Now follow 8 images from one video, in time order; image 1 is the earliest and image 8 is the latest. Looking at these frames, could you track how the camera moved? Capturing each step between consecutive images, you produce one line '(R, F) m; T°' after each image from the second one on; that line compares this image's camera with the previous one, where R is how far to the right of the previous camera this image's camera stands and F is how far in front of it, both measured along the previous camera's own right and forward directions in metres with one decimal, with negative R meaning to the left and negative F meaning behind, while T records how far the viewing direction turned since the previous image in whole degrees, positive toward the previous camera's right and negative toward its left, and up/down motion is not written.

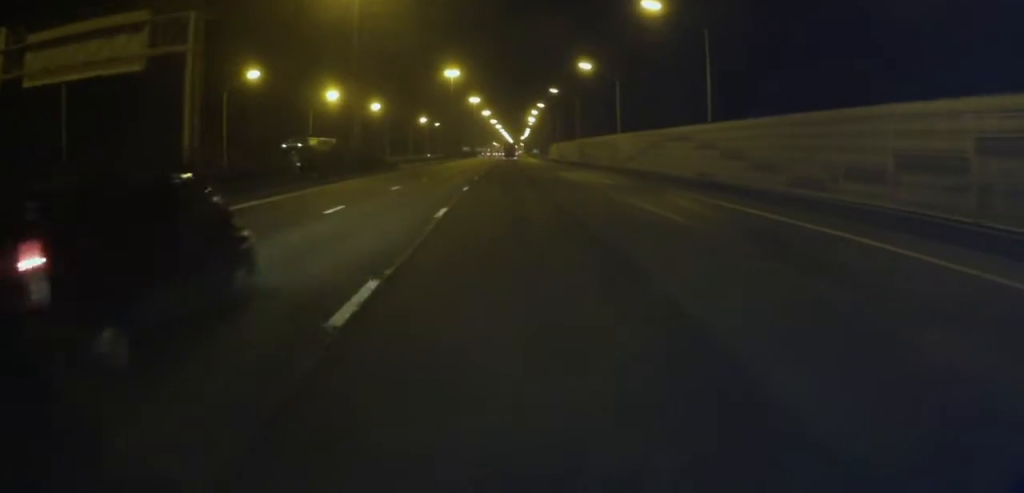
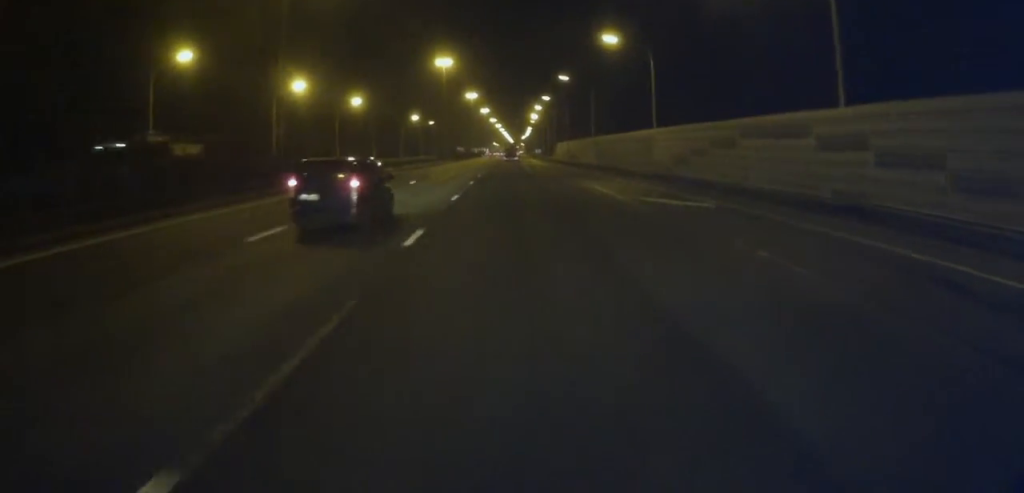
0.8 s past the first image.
(+0.1, +18.9) m; 0°
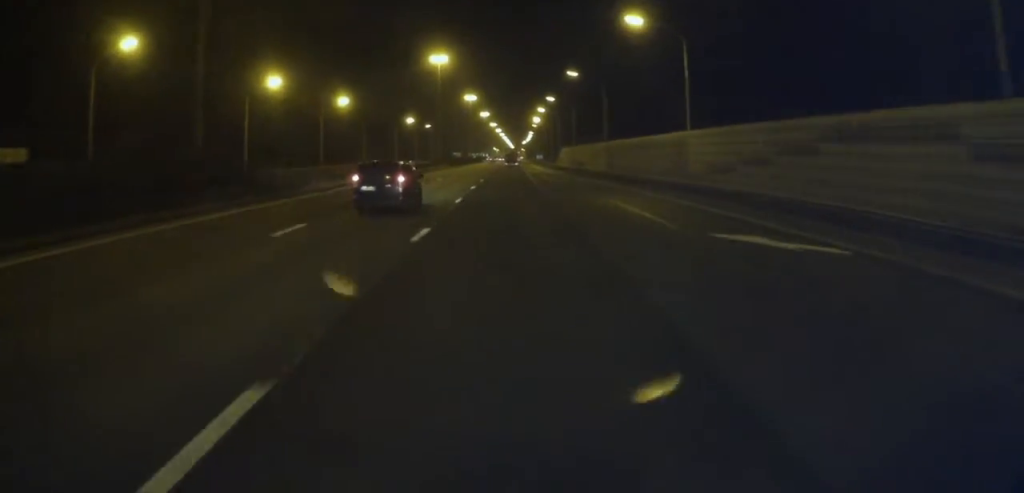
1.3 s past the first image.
(-0.2, +11.1) m; 0°
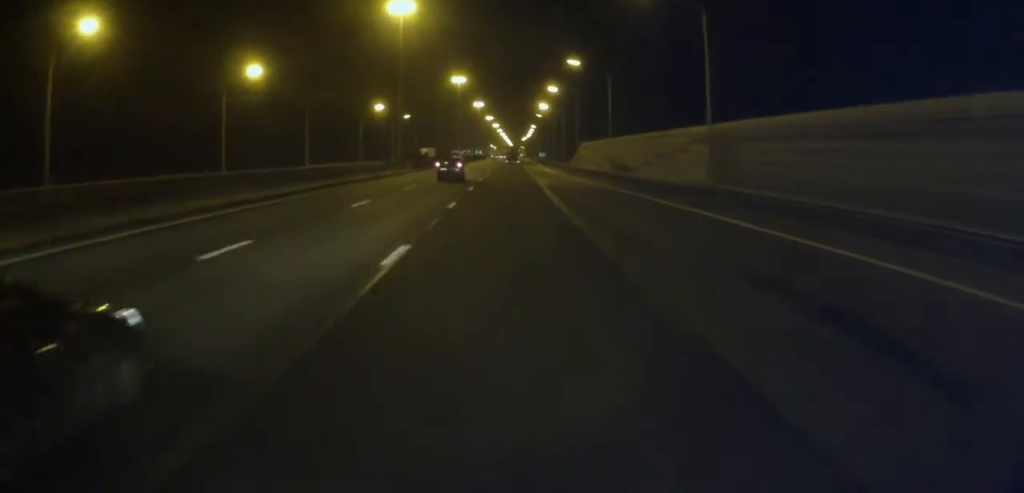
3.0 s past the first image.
(+0.7, +41.7) m; +1°
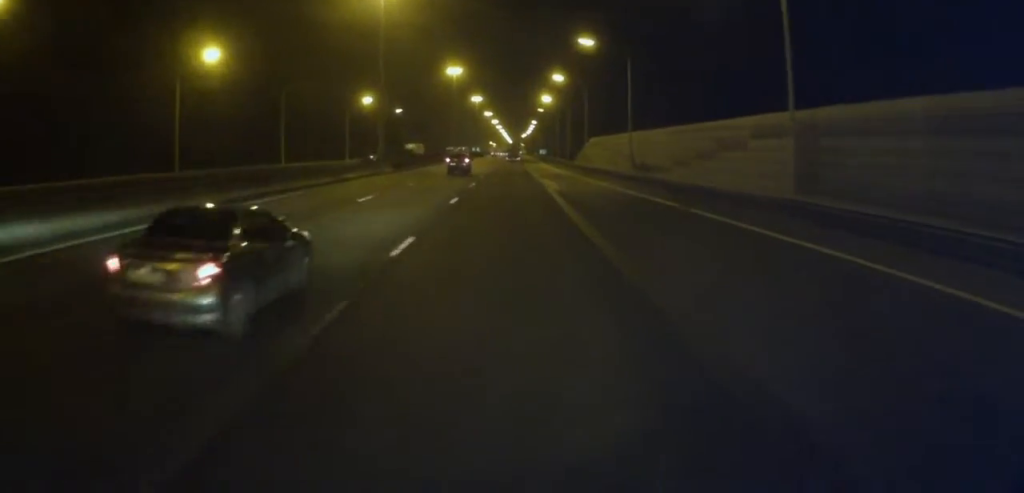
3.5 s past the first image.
(0.0, +11.8) m; 0°
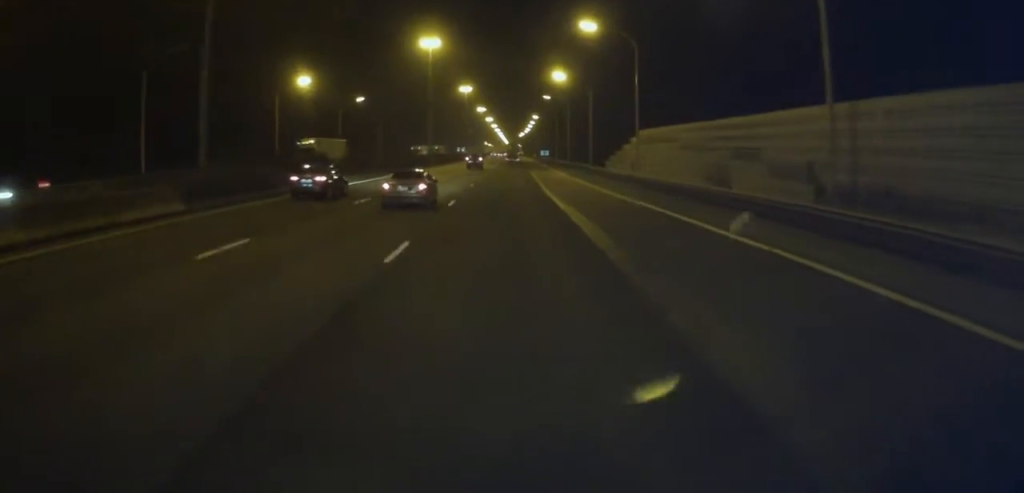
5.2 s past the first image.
(0.0, +38.5) m; 0°
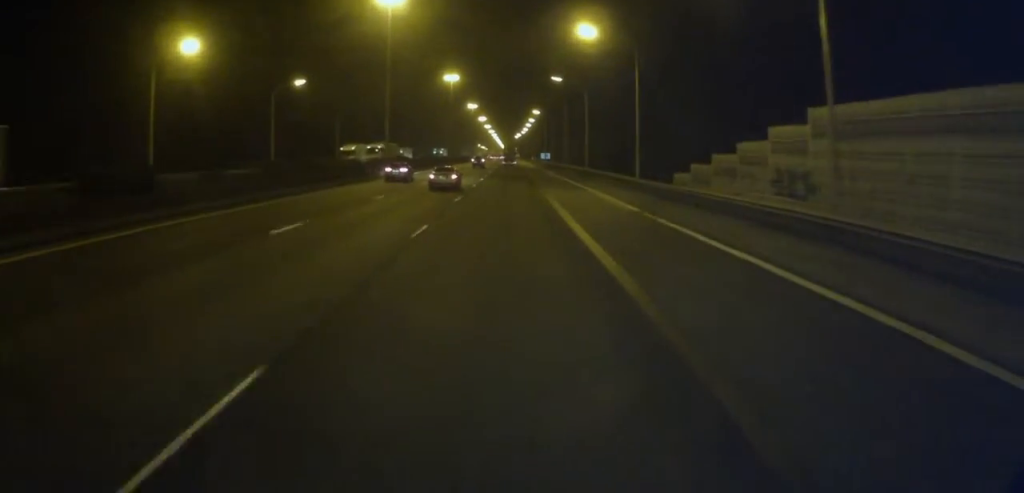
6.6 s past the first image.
(+0.2, +33.8) m; +1°
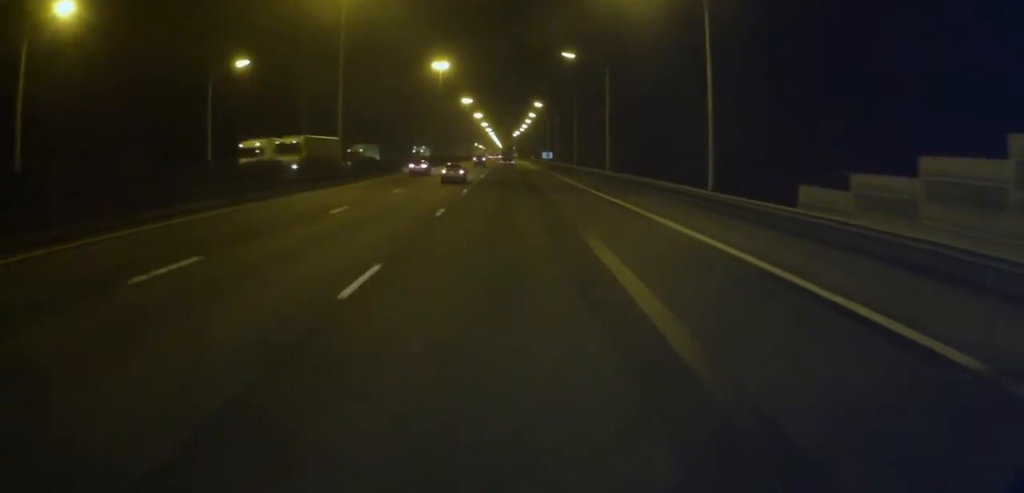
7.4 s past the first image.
(+0.5, +19.7) m; 0°
